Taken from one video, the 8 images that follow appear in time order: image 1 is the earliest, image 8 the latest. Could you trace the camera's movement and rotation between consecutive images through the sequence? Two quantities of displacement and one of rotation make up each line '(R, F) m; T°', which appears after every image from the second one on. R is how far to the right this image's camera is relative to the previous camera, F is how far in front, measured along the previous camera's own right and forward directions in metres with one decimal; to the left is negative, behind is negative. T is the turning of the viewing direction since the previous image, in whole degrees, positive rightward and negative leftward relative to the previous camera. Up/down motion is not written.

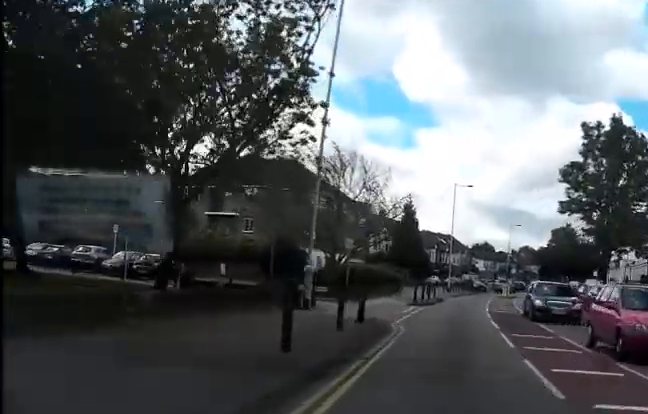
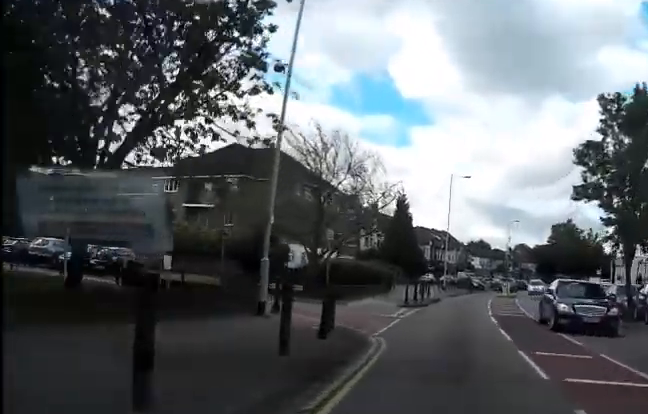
(0.0, +3.9) m; 0°
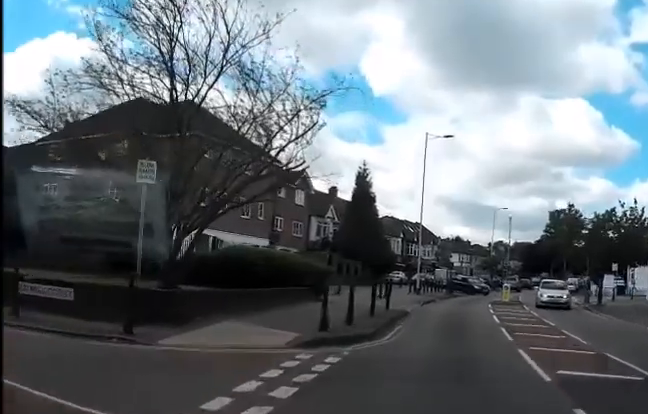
(+0.3, +14.8) m; +4°
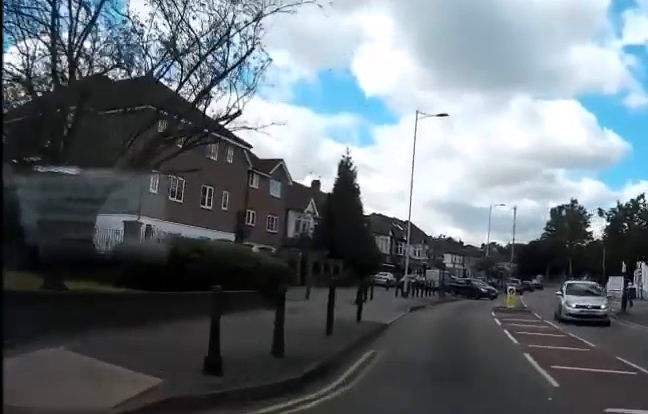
(+0.2, +5.3) m; +2°
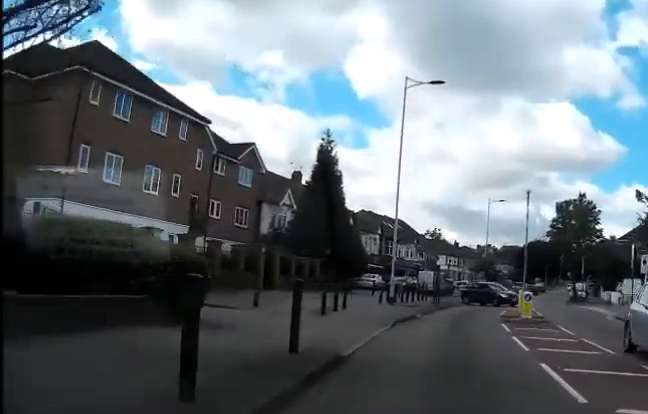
(+0.1, +5.8) m; -2°
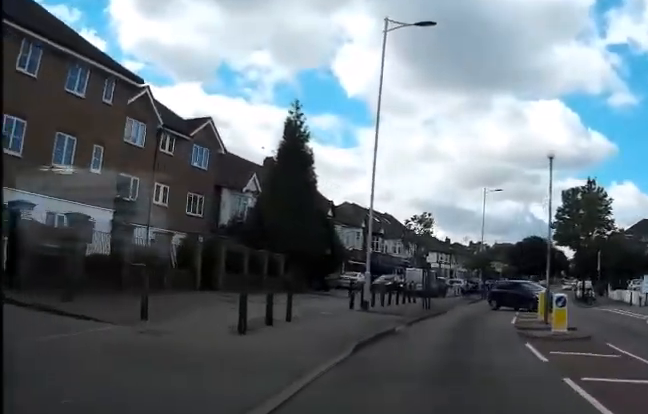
(-0.2, +6.5) m; +1°
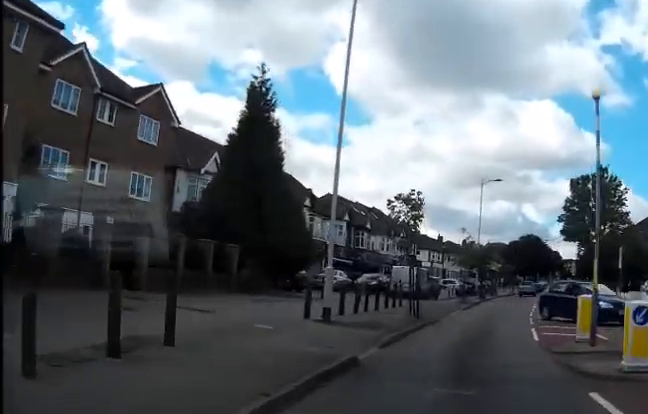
(+0.2, +6.1) m; +3°
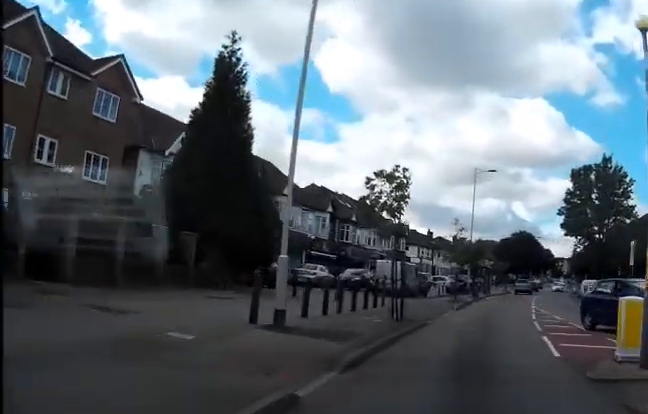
(+0.2, +3.5) m; +2°
